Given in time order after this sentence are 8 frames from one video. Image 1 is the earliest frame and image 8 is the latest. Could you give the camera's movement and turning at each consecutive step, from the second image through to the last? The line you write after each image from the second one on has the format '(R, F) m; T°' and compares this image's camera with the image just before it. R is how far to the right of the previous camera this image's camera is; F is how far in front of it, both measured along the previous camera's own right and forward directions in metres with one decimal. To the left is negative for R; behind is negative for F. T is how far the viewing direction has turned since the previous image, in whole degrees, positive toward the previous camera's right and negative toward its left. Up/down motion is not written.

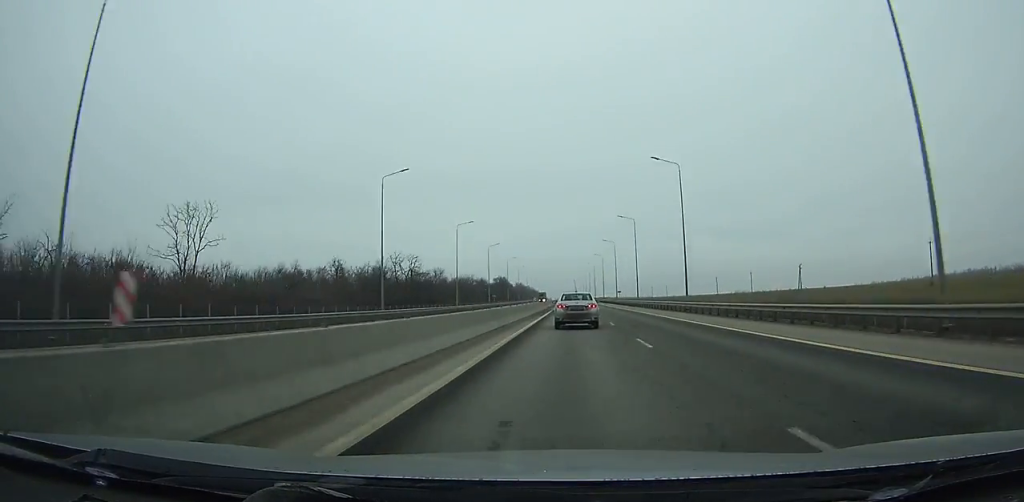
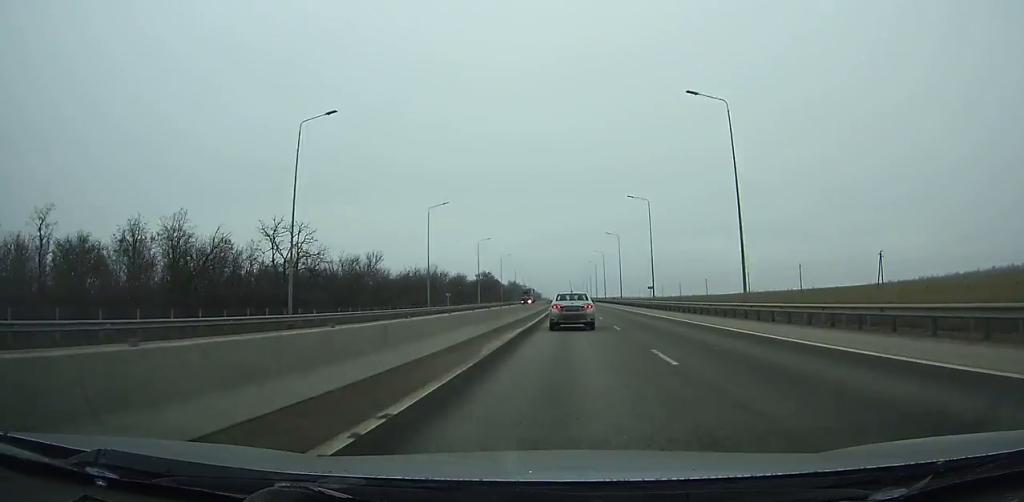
(-0.1, +51.9) m; 0°
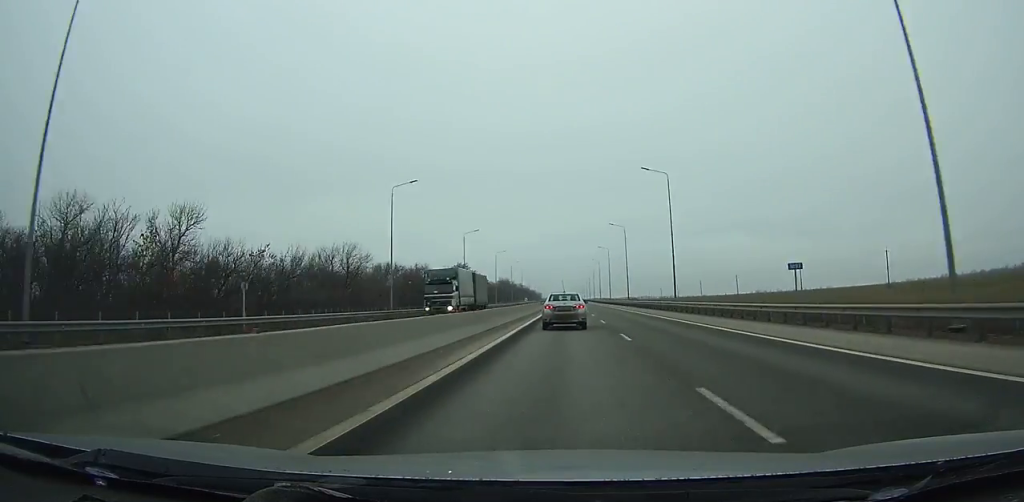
(-0.1, +54.8) m; 0°
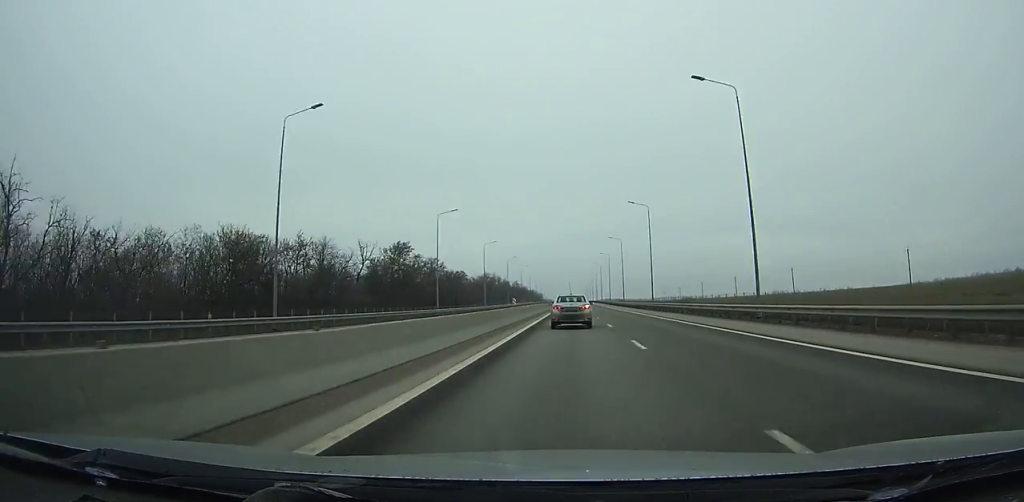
(0.0, +63.8) m; 0°
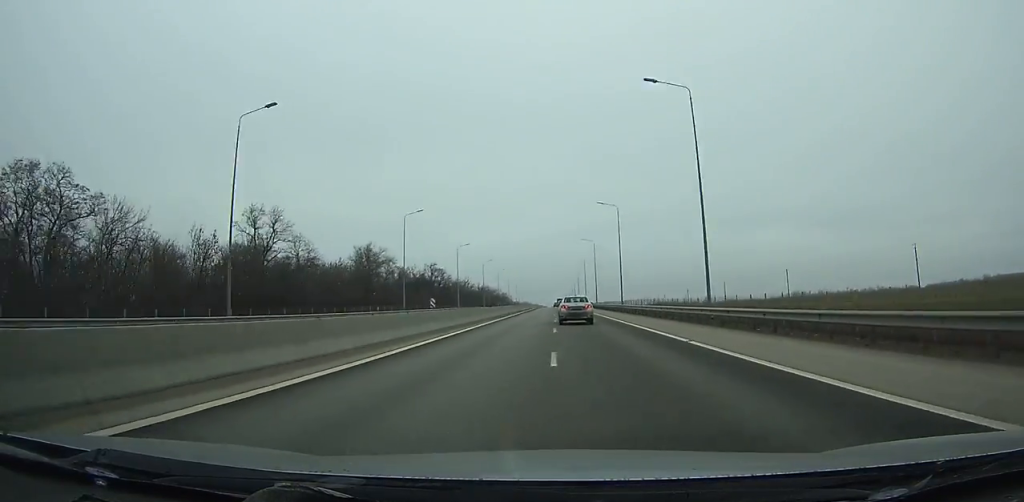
(+0.2, +160.6) m; 0°
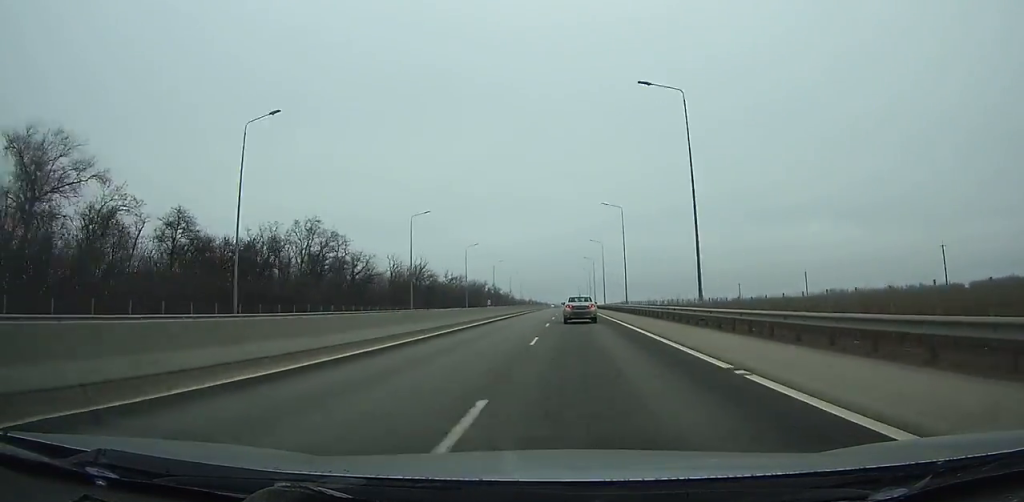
(+0.1, +78.9) m; 0°
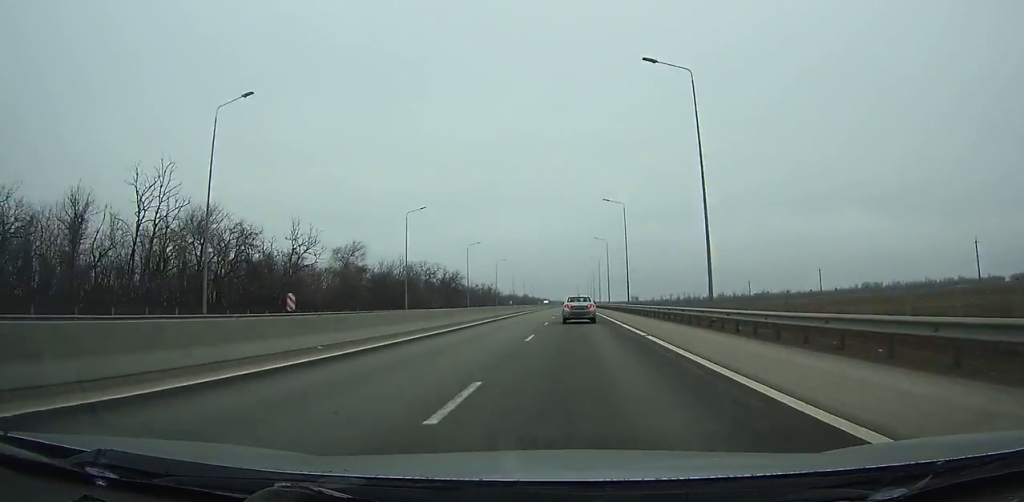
(-0.4, +81.6) m; 0°
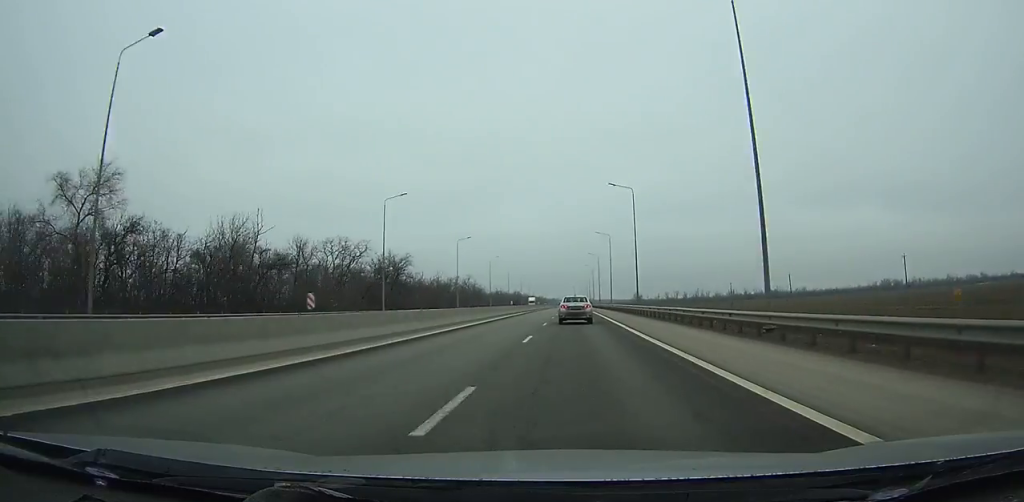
(+0.2, +47.8) m; 0°
